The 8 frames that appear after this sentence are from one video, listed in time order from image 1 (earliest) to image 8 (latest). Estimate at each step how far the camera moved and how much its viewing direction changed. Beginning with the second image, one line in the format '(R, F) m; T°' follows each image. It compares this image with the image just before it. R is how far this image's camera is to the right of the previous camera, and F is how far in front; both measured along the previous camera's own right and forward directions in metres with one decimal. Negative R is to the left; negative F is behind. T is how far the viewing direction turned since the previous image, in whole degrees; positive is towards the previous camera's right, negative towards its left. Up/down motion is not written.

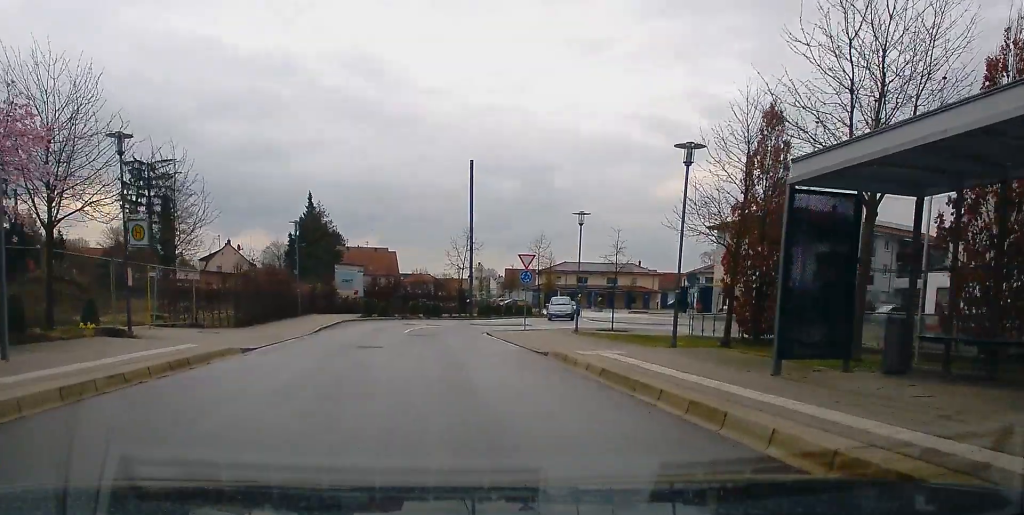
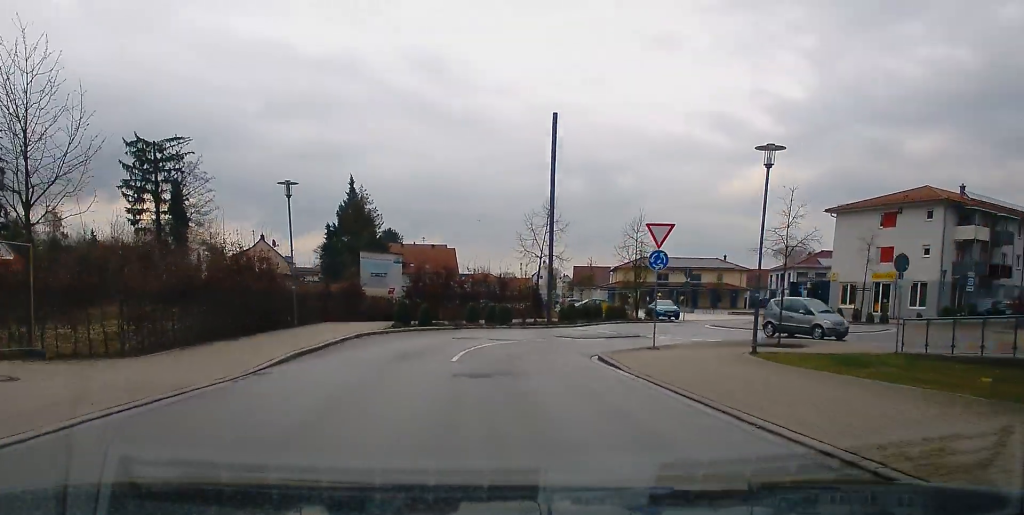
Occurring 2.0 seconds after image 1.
(-1.0, +12.9) m; -1°
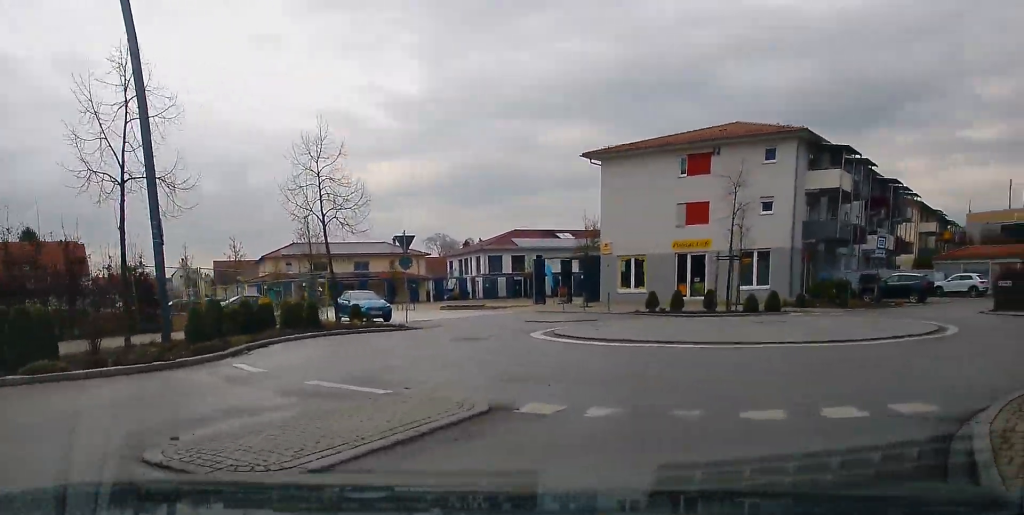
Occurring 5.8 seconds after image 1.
(+3.2, +18.6) m; +38°
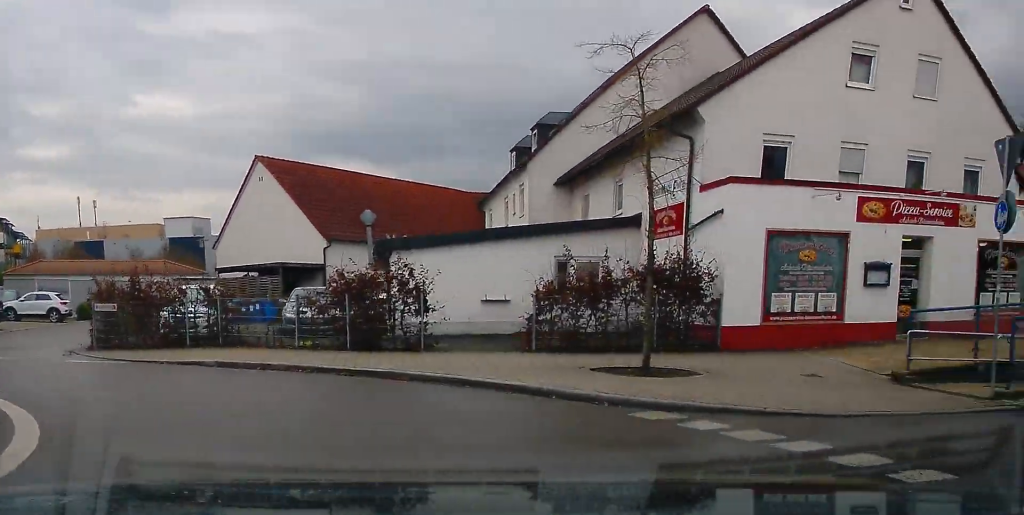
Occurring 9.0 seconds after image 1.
(+5.5, +7.7) m; +91°
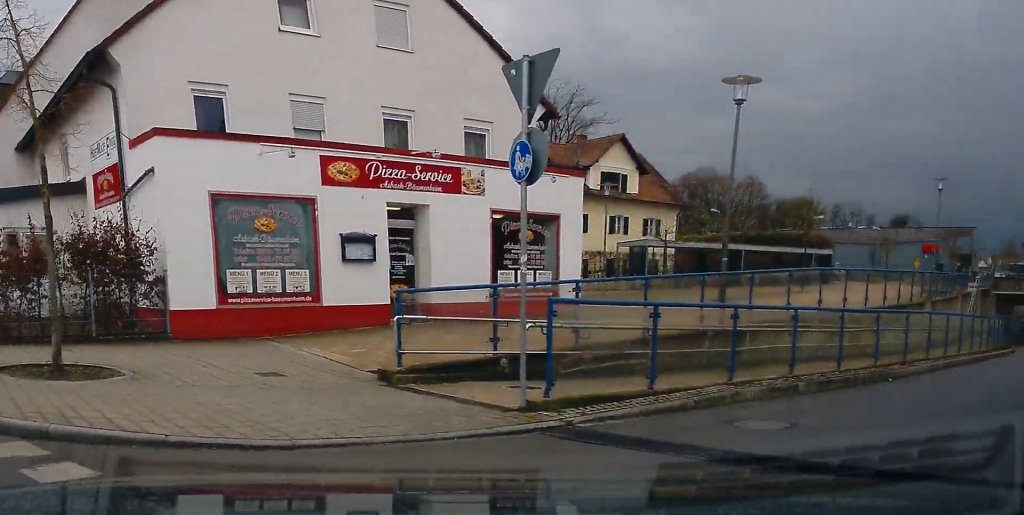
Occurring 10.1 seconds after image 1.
(+1.4, +3.6) m; +25°
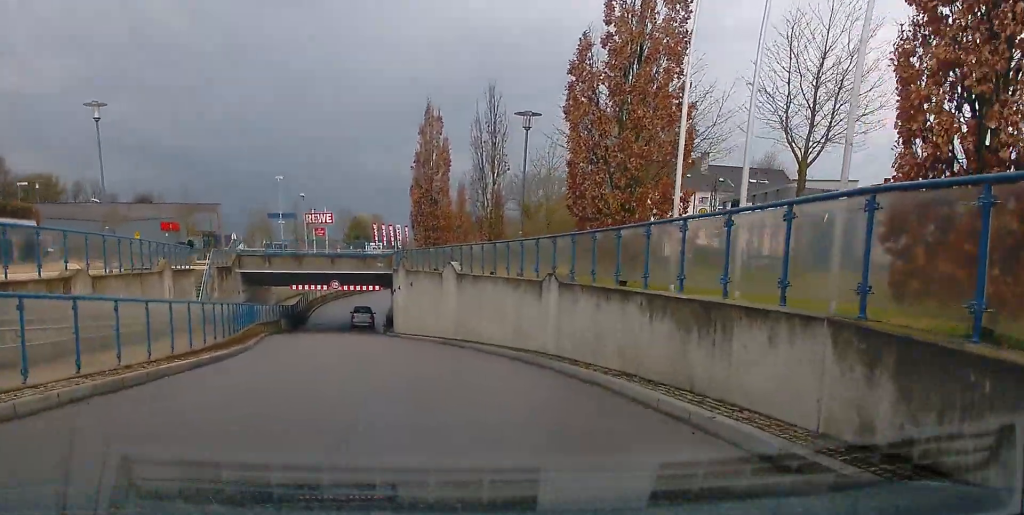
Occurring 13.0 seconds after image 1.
(+4.9, +14.1) m; +15°
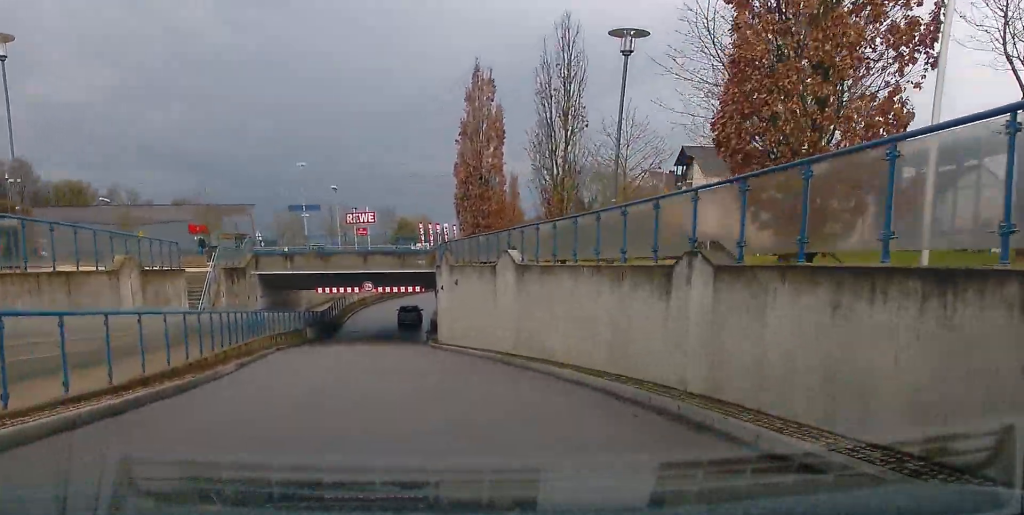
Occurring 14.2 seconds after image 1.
(-0.1, +7.7) m; -3°
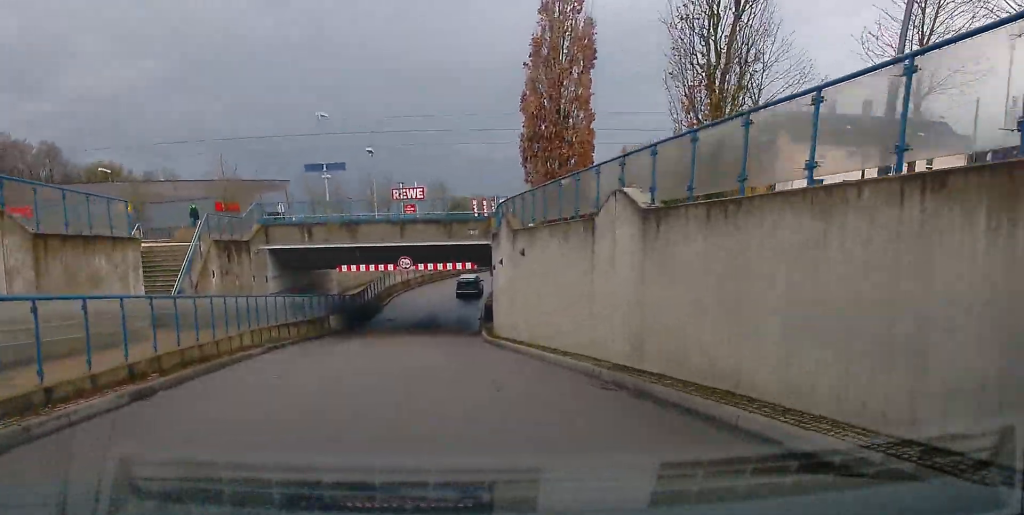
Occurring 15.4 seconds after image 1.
(-0.4, +9.2) m; -1°
